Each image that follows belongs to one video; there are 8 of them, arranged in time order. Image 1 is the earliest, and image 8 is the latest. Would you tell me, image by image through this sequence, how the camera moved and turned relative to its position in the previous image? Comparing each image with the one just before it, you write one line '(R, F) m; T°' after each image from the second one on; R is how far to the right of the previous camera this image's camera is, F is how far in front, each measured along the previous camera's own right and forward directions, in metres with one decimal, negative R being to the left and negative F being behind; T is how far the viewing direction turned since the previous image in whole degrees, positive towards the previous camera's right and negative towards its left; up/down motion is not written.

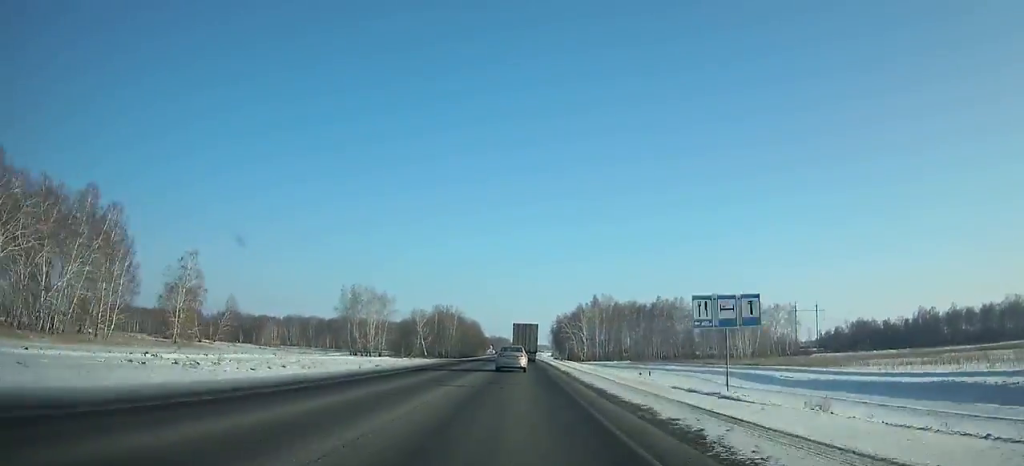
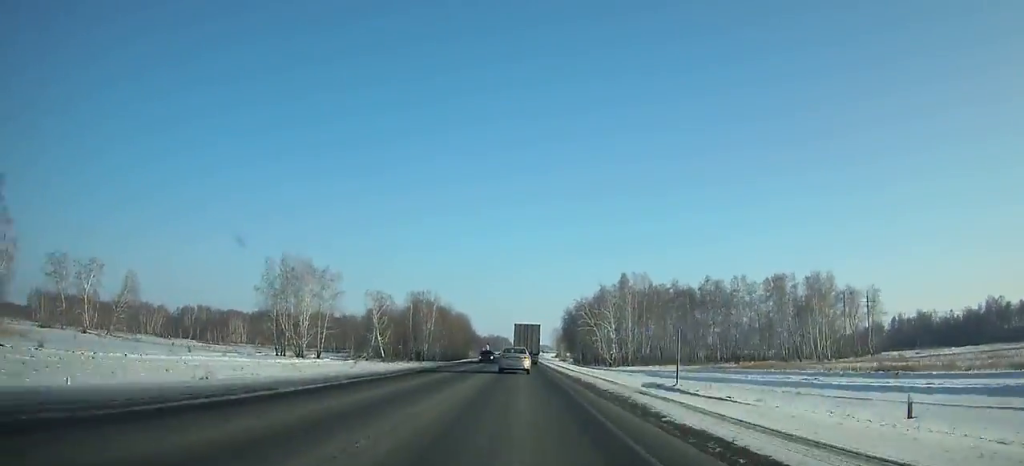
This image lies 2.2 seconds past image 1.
(0.0, +49.4) m; 0°
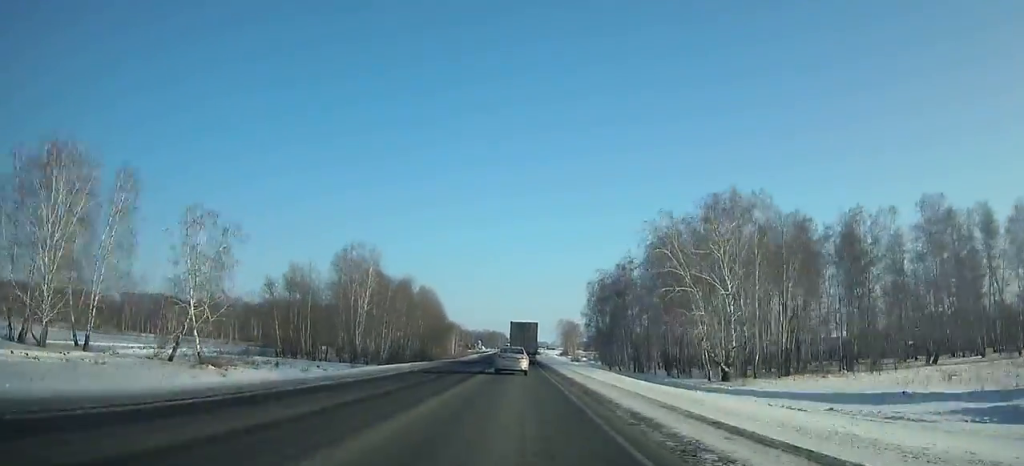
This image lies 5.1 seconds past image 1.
(0.0, +64.9) m; 0°
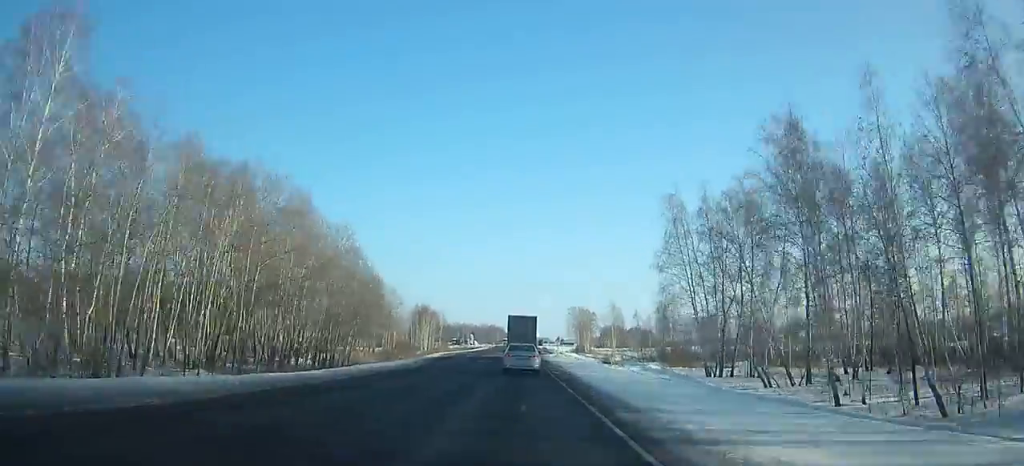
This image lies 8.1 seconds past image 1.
(0.0, +65.9) m; 0°
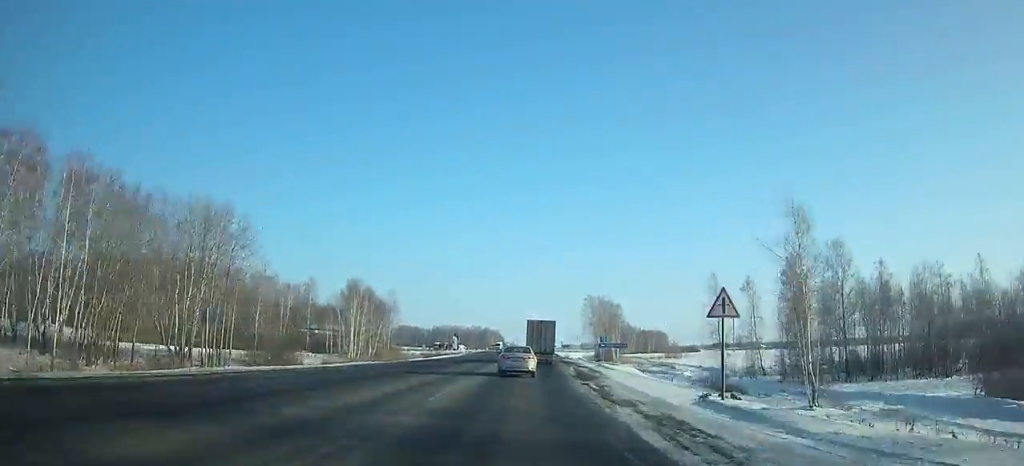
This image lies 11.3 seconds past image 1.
(+0.5, +68.7) m; +1°
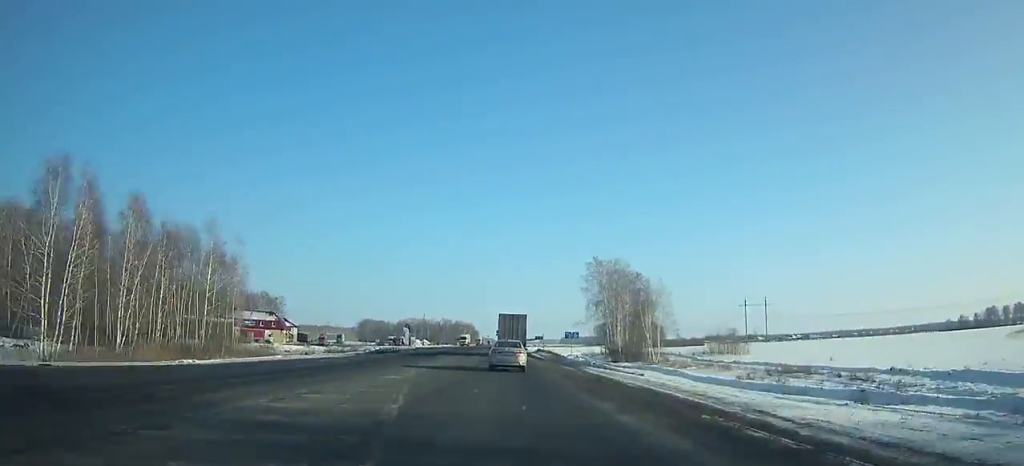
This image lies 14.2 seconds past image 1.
(+0.8, +61.4) m; 0°
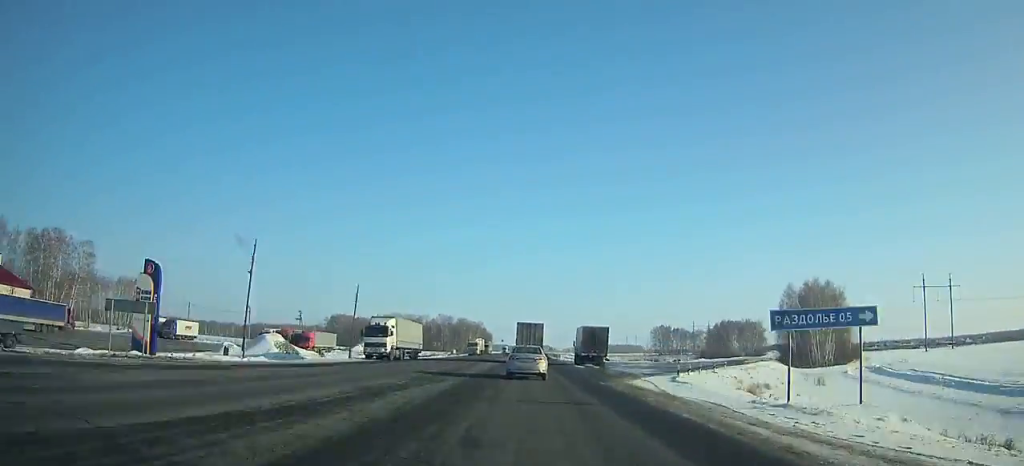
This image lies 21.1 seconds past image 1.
(-2.2, +147.1) m; -1°
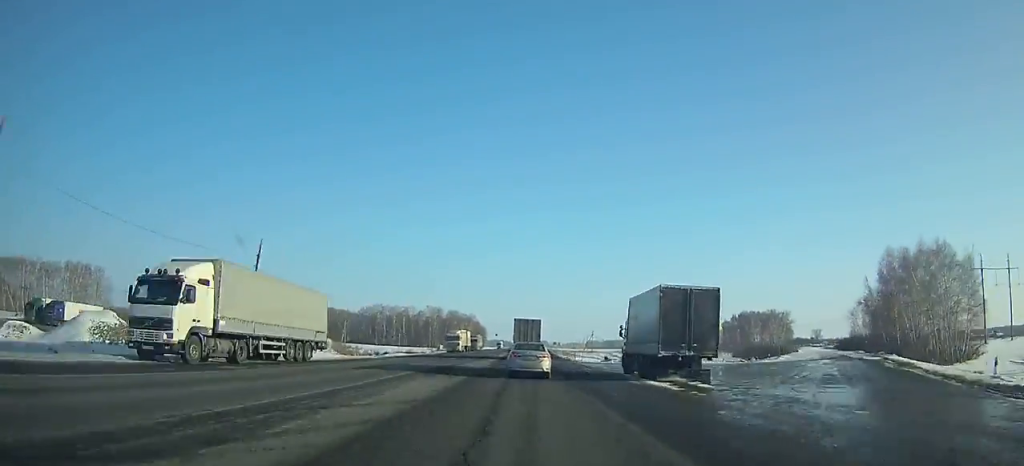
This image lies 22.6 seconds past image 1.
(+0.1, +32.5) m; 0°
